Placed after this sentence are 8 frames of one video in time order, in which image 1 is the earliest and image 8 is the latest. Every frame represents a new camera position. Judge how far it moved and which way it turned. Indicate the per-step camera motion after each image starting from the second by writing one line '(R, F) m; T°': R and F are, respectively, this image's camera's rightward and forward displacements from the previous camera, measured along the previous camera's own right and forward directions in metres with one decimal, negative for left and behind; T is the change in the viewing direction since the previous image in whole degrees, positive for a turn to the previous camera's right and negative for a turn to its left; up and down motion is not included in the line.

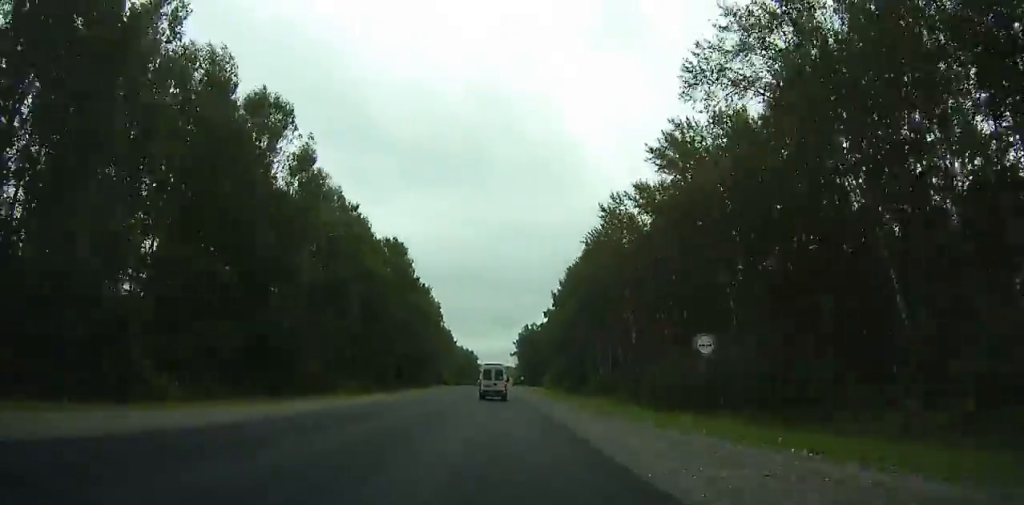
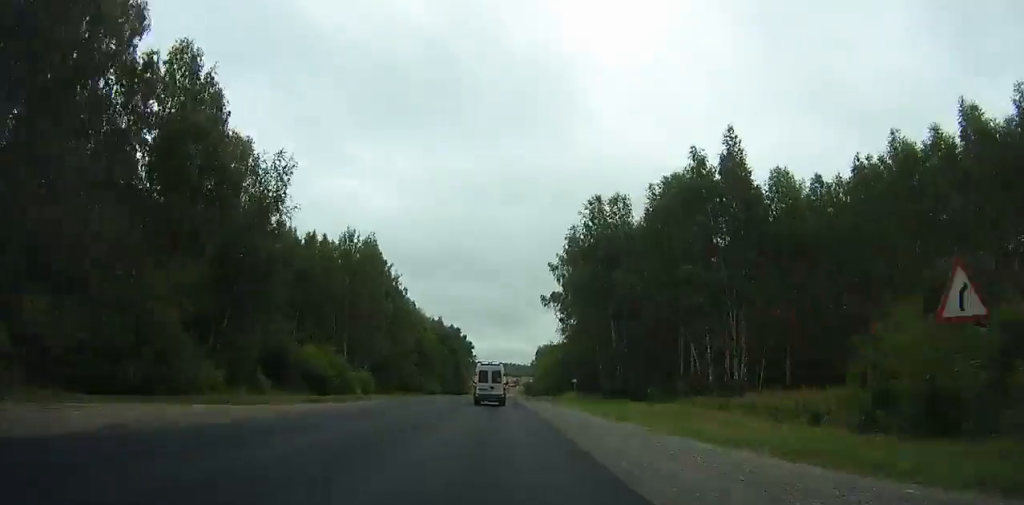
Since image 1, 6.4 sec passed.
(-0.4, +148.5) m; 0°
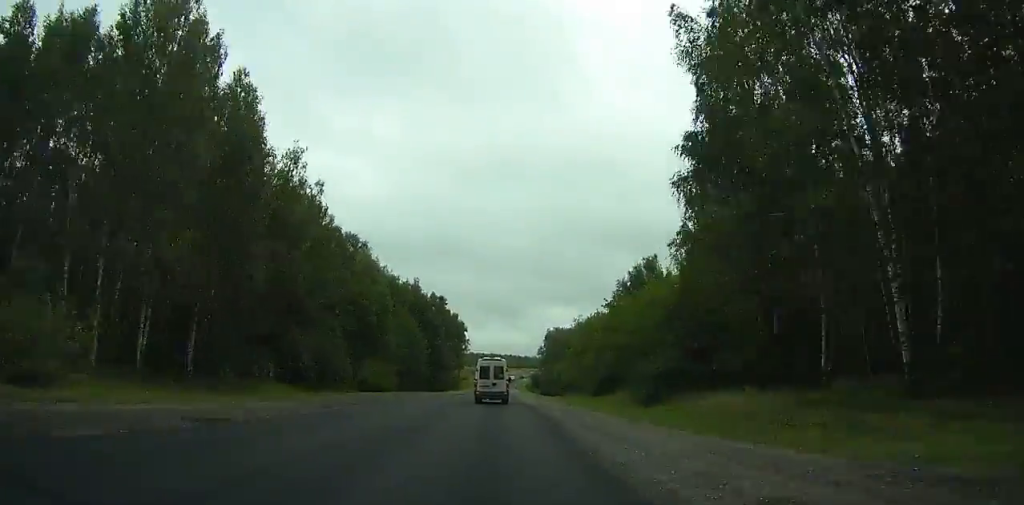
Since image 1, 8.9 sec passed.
(0.0, +57.3) m; 0°
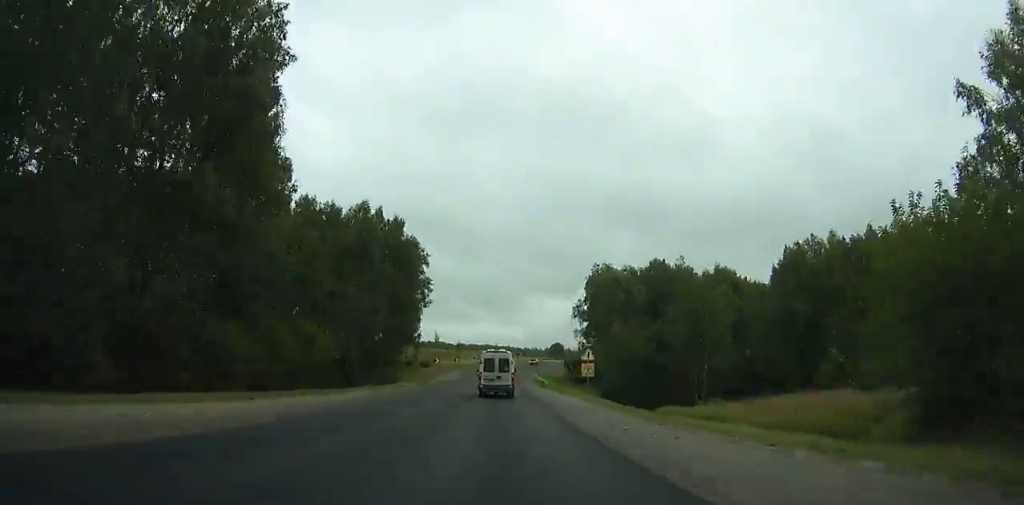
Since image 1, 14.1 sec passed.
(-0.3, +116.2) m; 0°
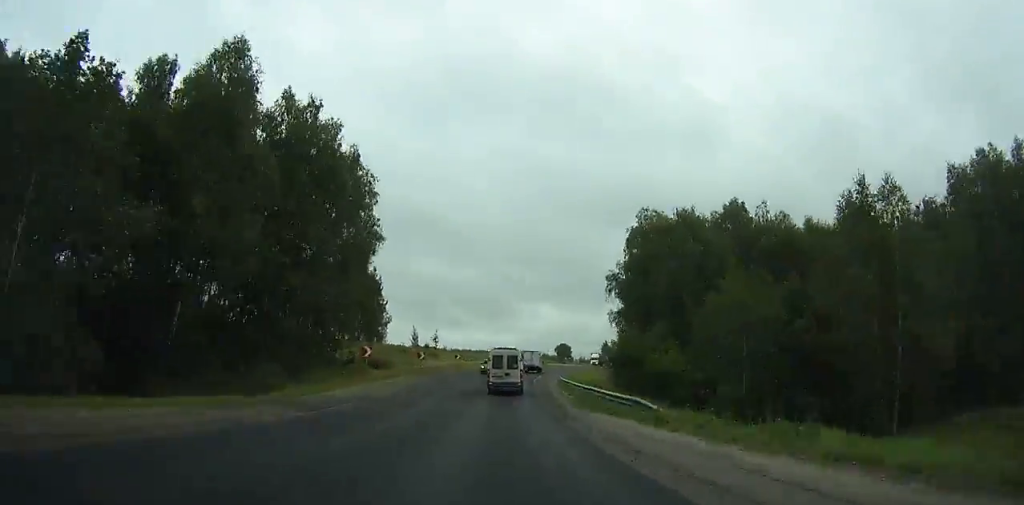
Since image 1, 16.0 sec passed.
(-0.3, +41.1) m; +1°
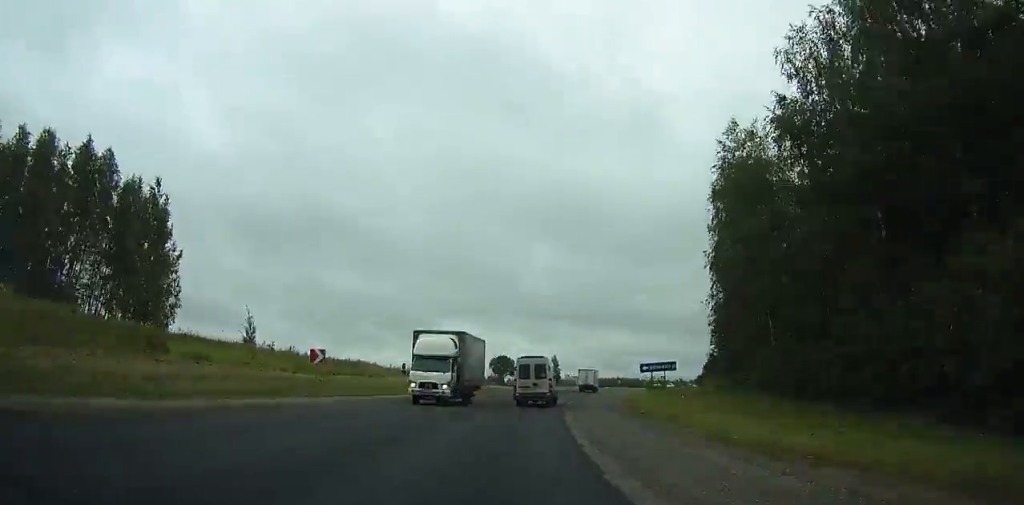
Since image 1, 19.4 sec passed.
(+2.2, +71.1) m; +7°
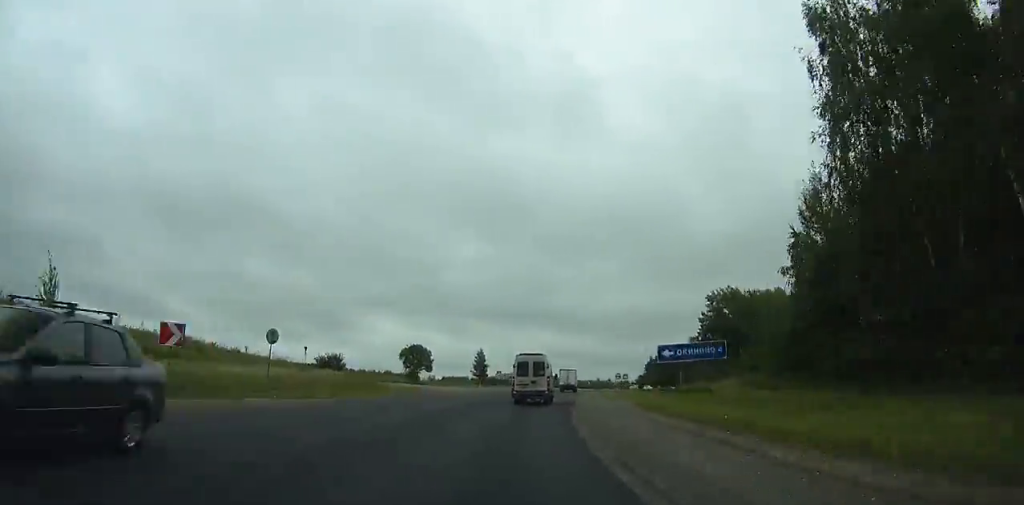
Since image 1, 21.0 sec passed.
(+2.8, +31.9) m; +5°
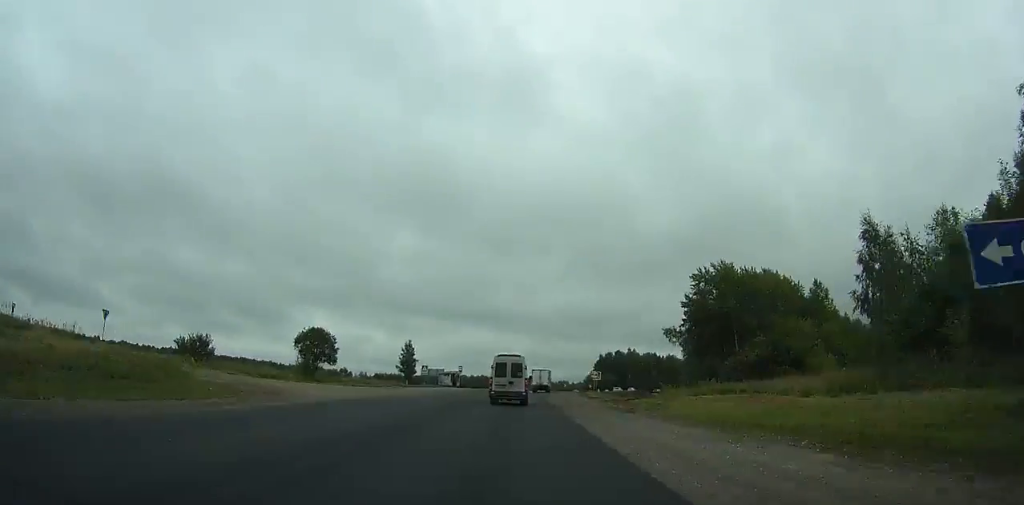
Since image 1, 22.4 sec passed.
(+0.1, +28.0) m; +5°
